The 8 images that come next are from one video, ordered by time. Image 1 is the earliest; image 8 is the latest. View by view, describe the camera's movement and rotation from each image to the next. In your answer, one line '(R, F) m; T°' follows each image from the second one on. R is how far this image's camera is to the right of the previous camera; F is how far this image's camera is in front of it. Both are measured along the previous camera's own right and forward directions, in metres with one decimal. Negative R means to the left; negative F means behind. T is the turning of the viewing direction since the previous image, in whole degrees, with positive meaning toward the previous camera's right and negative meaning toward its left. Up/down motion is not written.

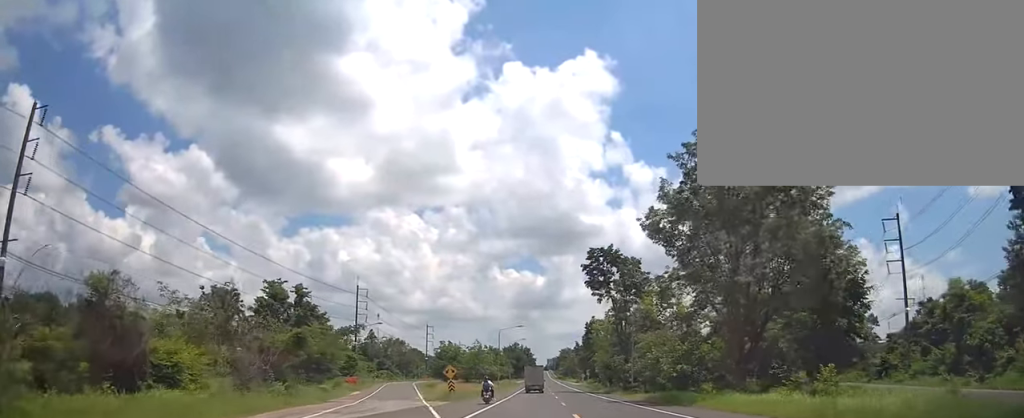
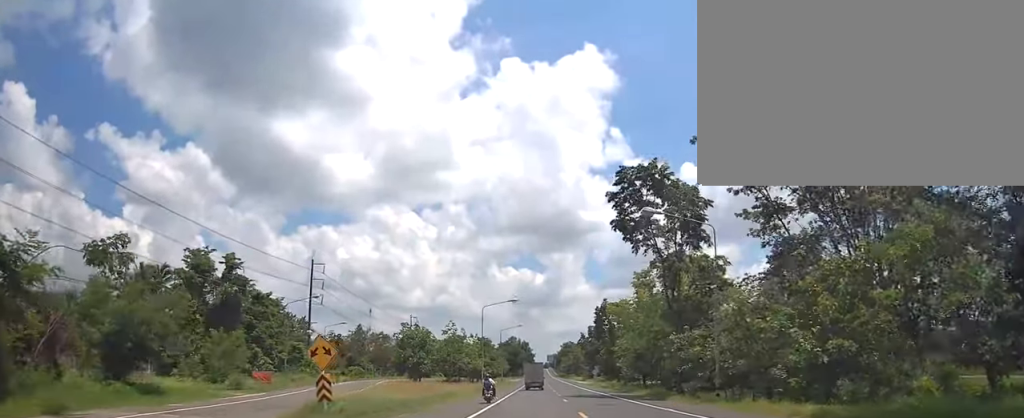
(+0.5, +23.8) m; +1°
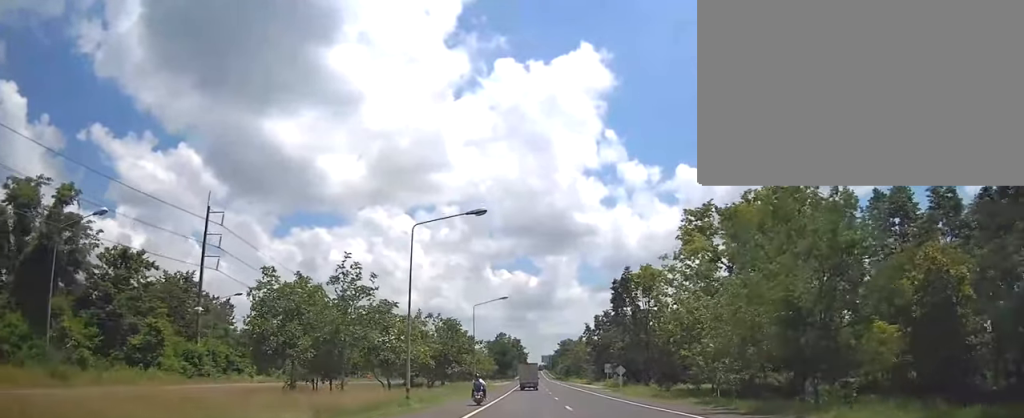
(-0.6, +30.8) m; -2°
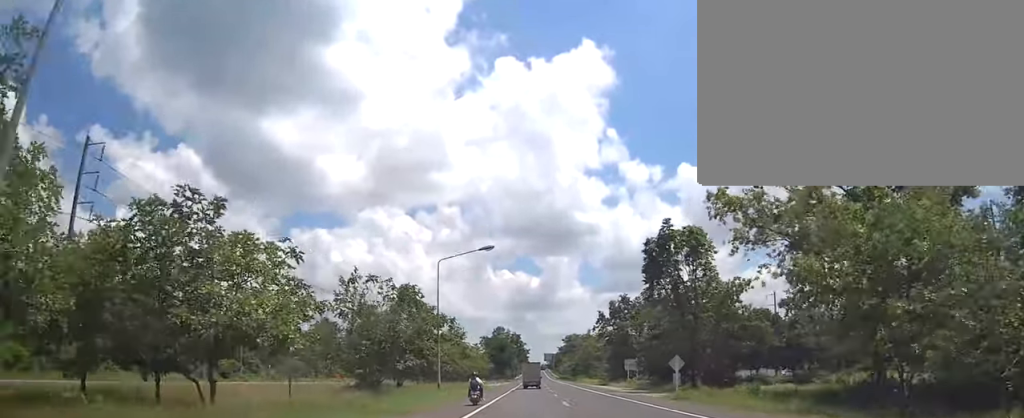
(0.0, +21.4) m; 0°
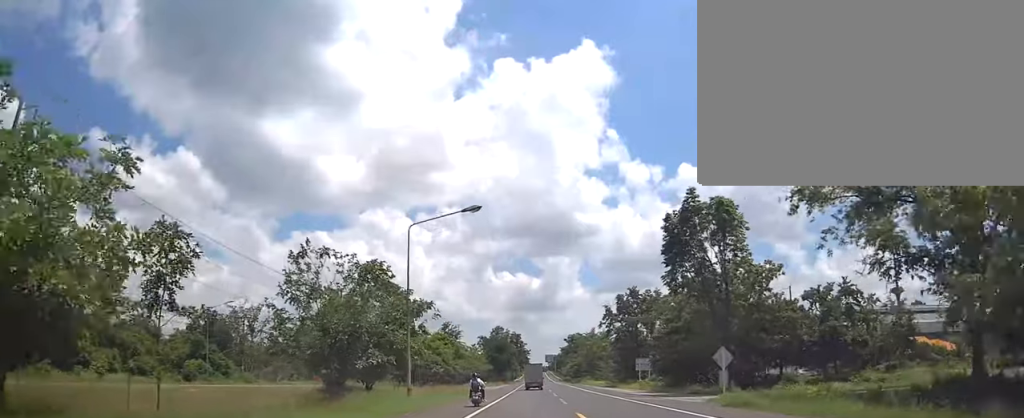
(0.0, +8.4) m; 0°
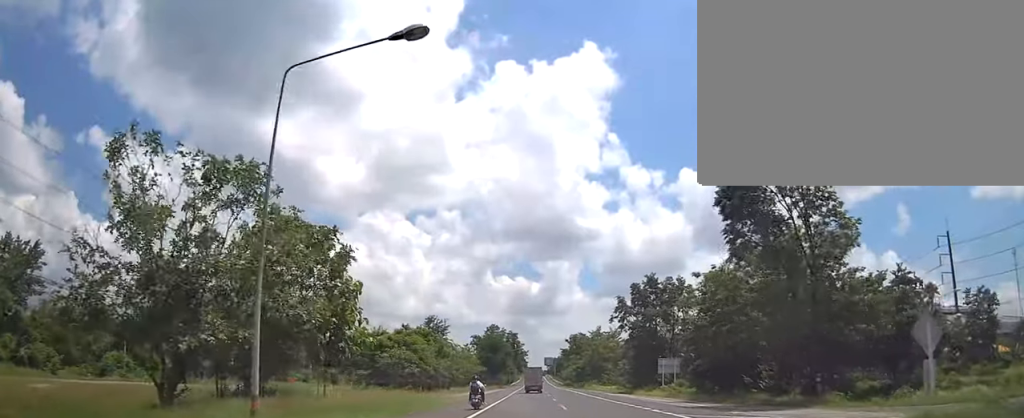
(0.0, +14.6) m; 0°
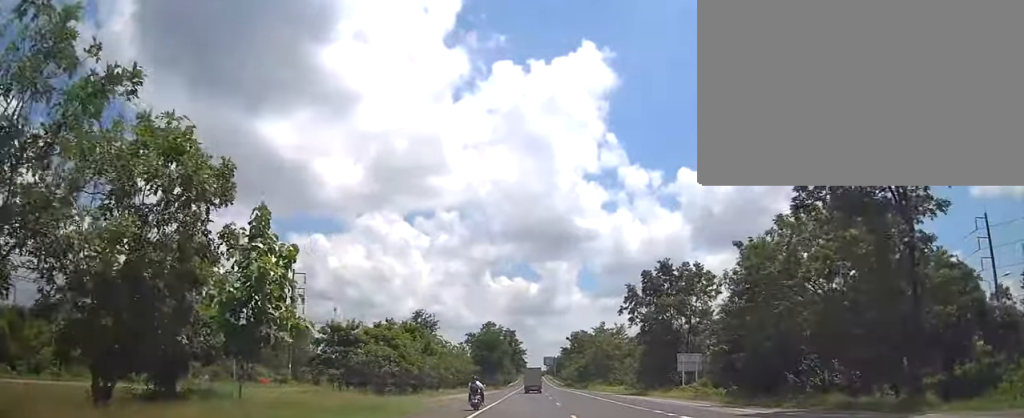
(0.0, +8.7) m; 0°
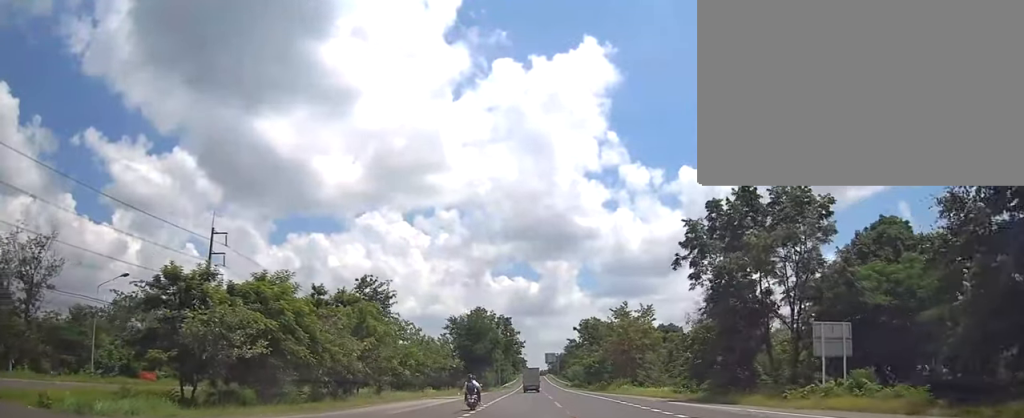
(0.0, +26.2) m; +2°
